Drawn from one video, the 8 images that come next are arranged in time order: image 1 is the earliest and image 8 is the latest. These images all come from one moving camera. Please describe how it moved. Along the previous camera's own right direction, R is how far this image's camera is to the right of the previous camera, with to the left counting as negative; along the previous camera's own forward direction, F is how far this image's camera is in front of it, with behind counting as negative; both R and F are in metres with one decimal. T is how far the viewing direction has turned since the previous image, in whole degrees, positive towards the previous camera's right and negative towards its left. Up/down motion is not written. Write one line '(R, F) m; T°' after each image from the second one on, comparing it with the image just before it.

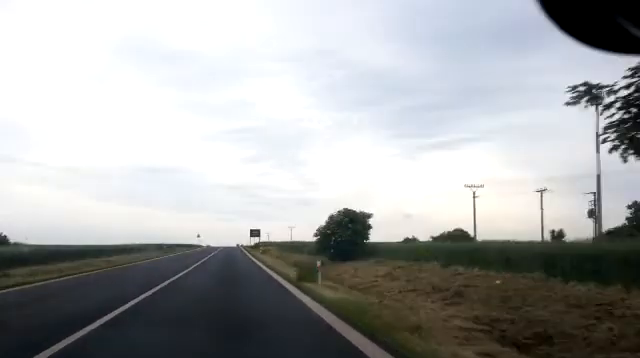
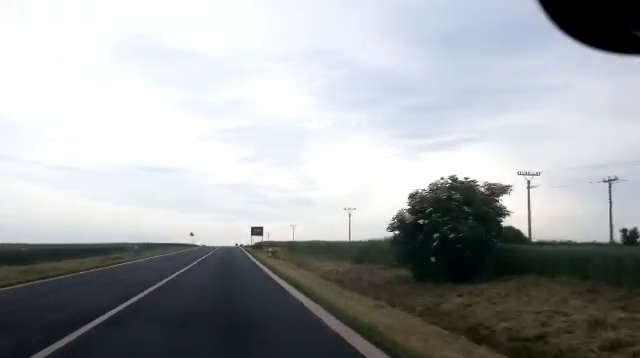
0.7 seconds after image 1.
(0.0, +14.9) m; 0°
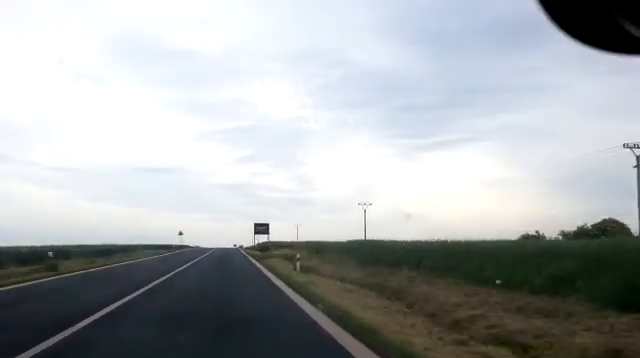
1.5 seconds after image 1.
(+0.2, +17.7) m; 0°
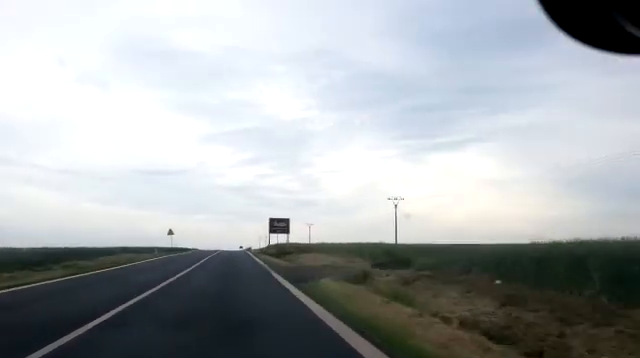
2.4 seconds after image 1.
(-0.3, +19.0) m; 0°
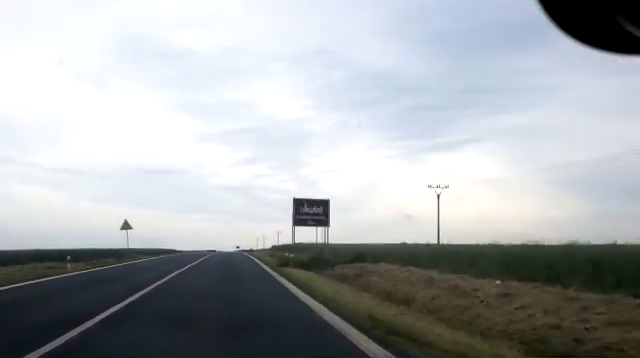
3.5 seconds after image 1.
(+0.2, +22.7) m; +1°
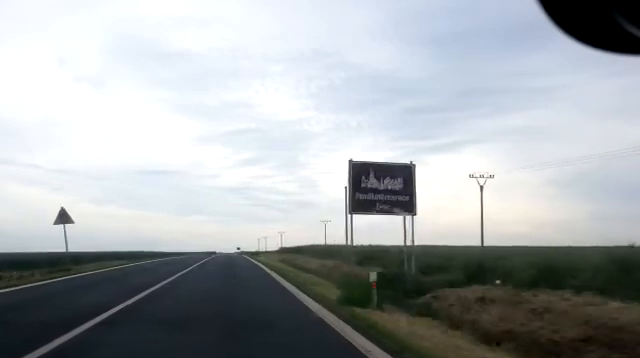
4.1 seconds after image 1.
(+0.1, +13.5) m; 0°
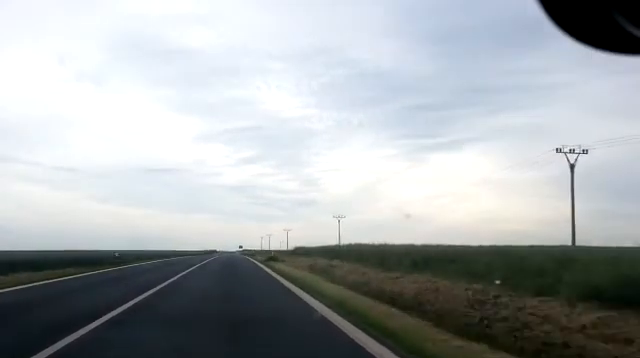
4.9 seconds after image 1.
(0.0, +17.0) m; 0°
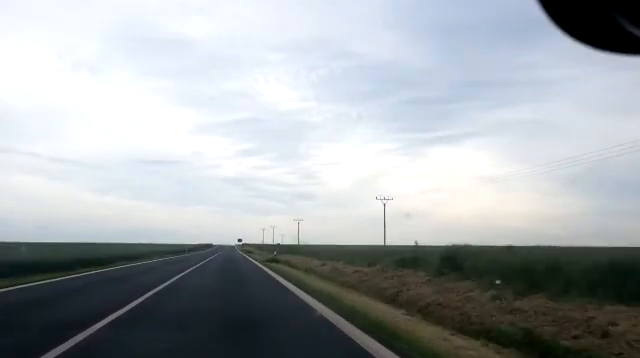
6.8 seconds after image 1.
(-0.1, +39.5) m; 0°
